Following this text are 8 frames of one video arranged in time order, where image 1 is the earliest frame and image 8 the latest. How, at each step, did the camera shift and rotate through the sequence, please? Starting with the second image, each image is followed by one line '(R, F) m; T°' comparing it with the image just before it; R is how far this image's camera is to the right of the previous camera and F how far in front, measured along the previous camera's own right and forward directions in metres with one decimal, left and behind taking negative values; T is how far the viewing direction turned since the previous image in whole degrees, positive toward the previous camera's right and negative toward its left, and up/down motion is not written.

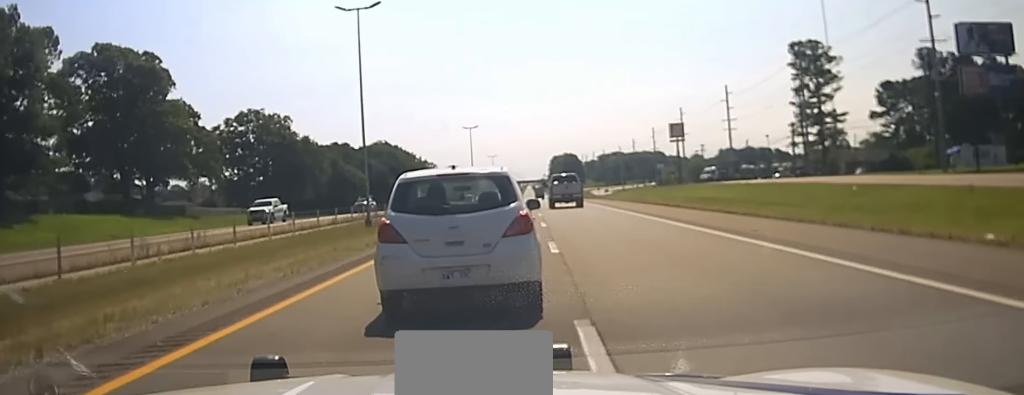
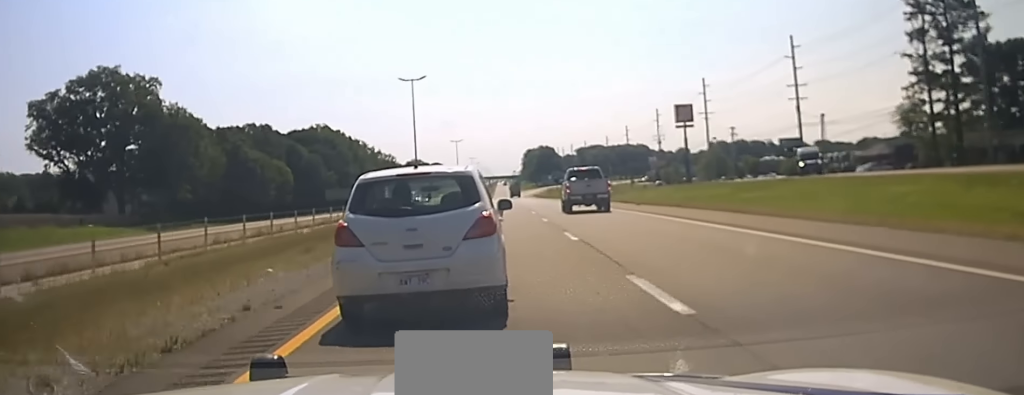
(+0.1, +54.5) m; +1°
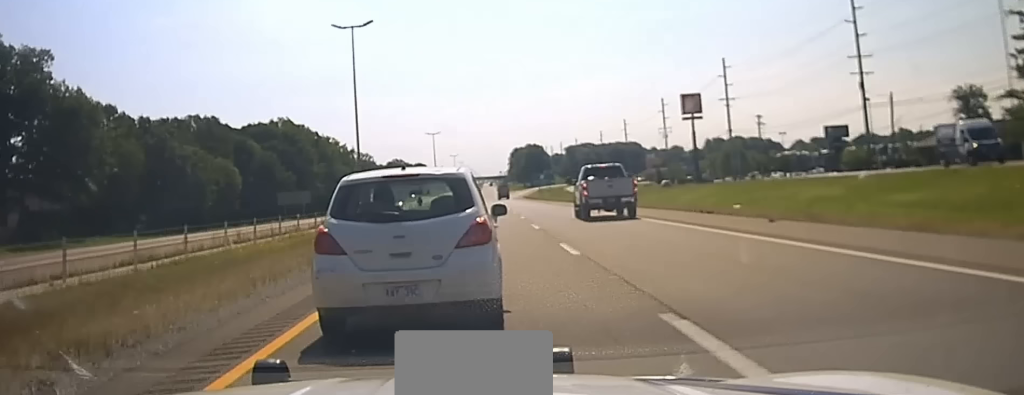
(+0.5, +27.2) m; +1°
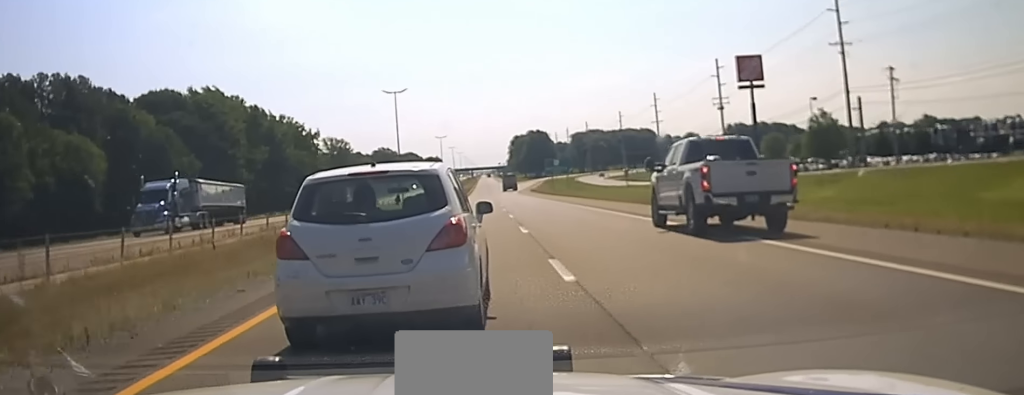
(+0.3, +53.9) m; 0°
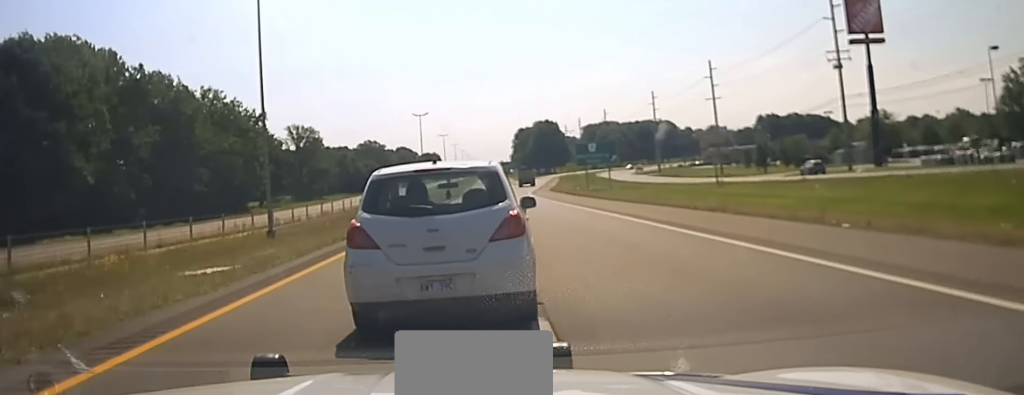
(0.0, +55.4) m; +1°
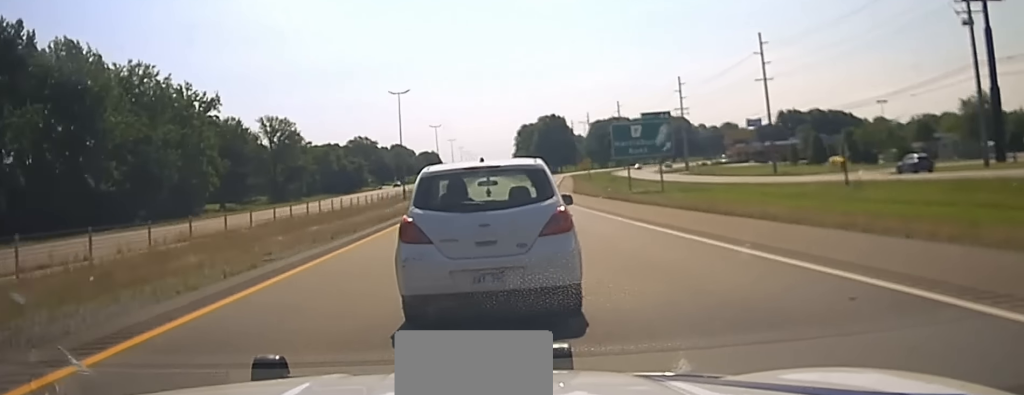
(+0.3, +30.7) m; 0°
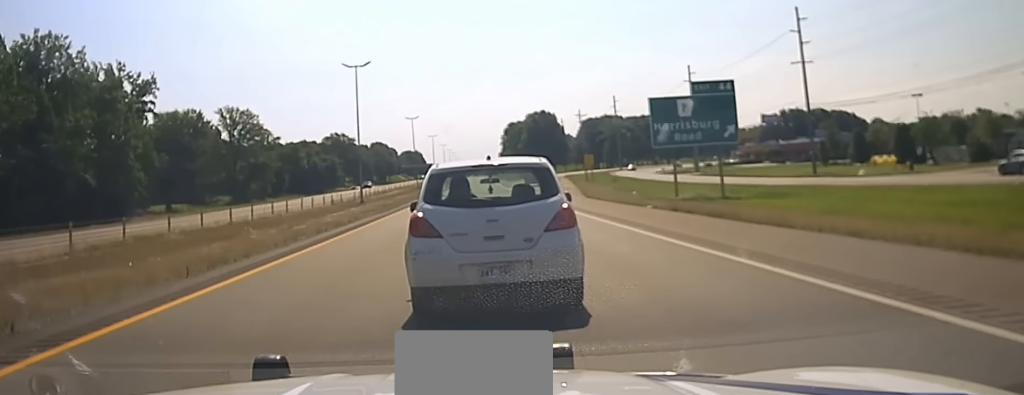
(0.0, +22.5) m; 0°
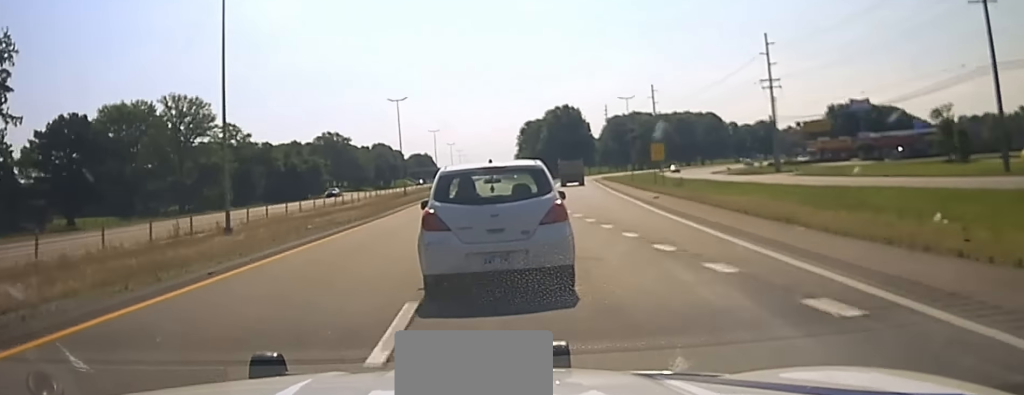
(0.0, +42.3) m; 0°
